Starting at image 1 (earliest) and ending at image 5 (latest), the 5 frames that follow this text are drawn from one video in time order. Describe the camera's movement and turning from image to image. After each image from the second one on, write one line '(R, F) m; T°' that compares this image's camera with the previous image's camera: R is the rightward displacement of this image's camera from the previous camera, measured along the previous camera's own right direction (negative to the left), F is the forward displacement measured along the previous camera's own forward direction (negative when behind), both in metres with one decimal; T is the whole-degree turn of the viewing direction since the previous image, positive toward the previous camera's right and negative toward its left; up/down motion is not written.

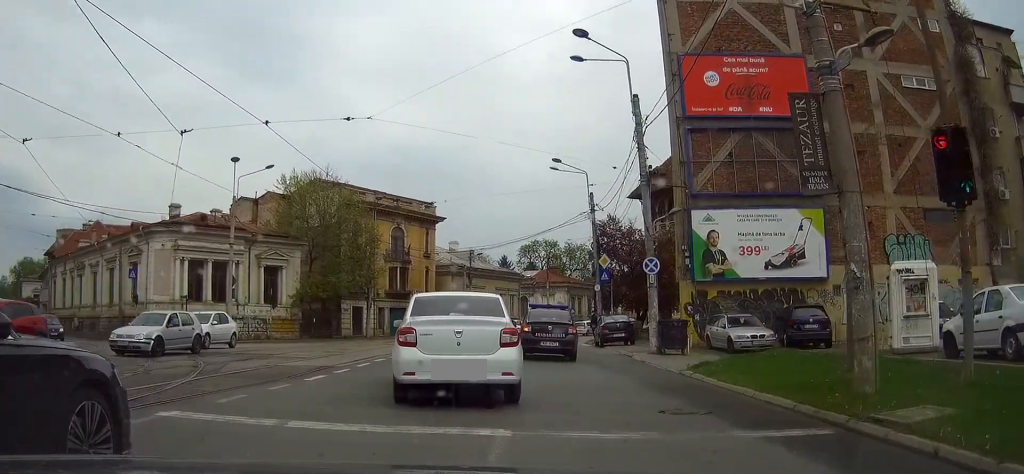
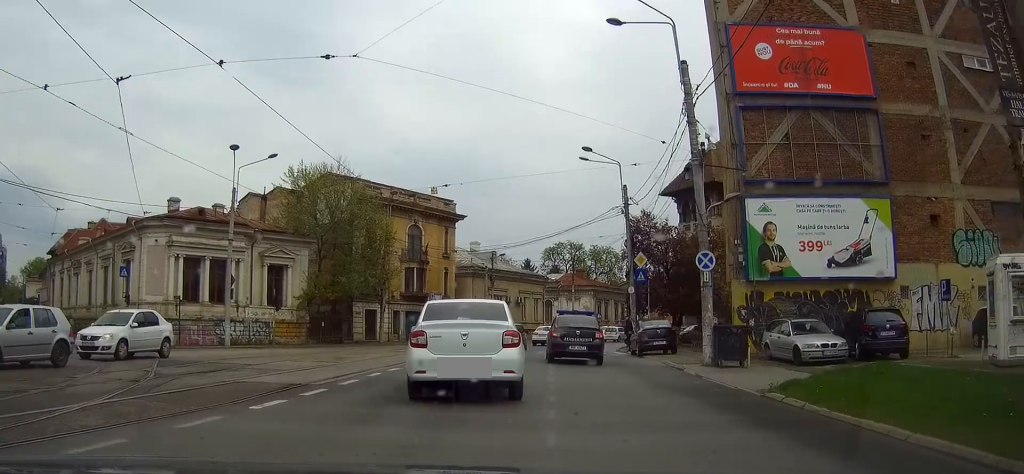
(+0.1, +4.8) m; +1°
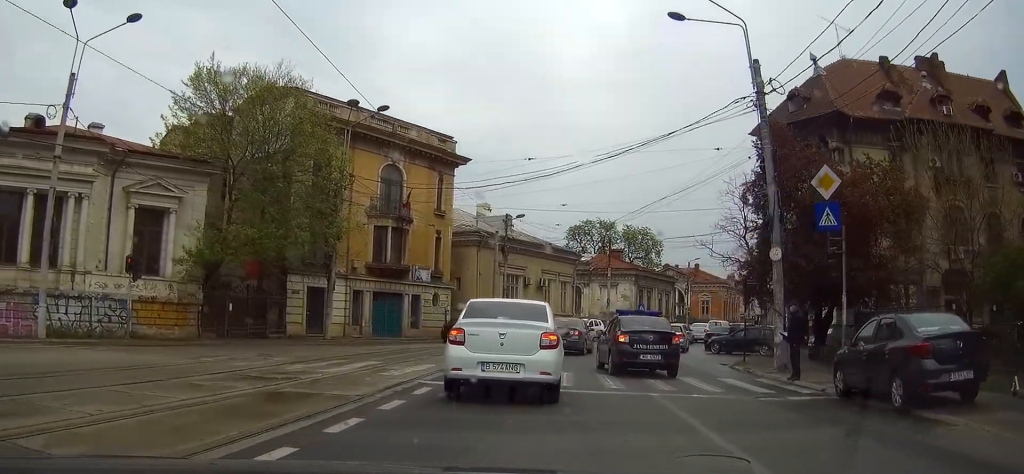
(-1.7, +19.3) m; -13°
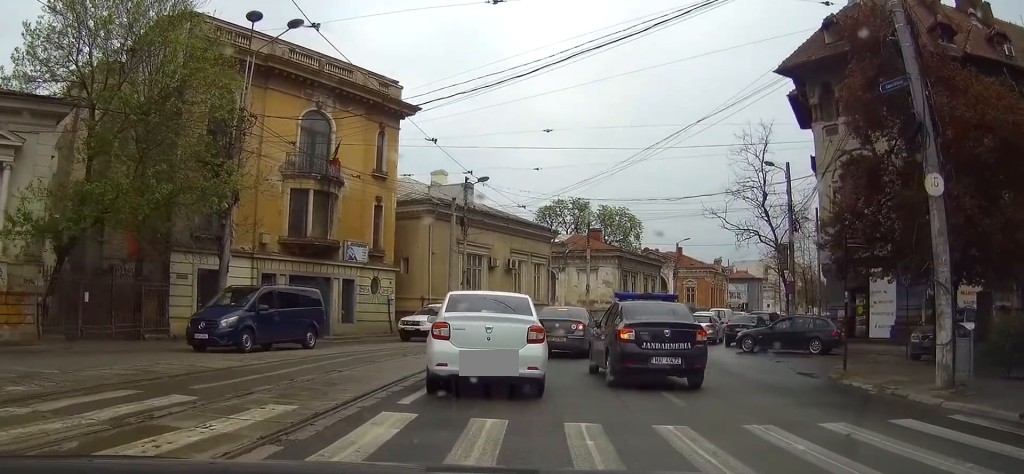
(+1.1, +10.5) m; +24°
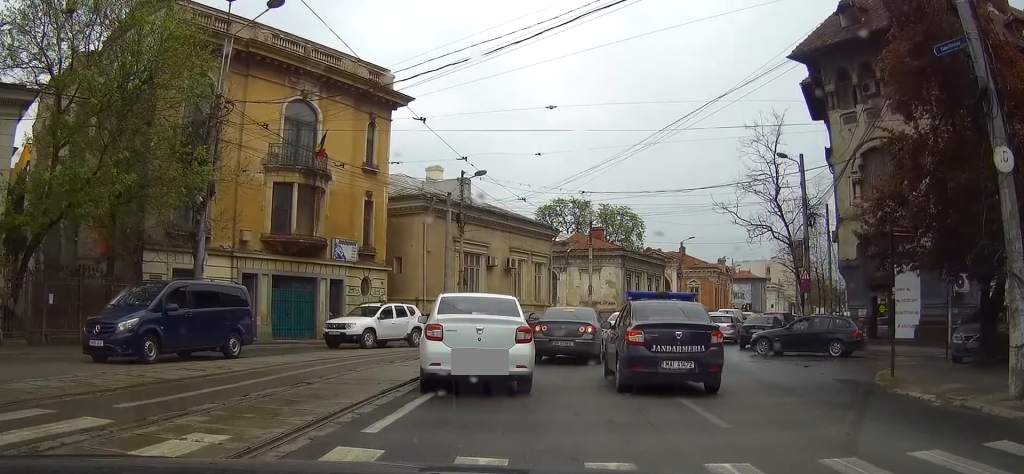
(+0.3, +2.6) m; +6°
